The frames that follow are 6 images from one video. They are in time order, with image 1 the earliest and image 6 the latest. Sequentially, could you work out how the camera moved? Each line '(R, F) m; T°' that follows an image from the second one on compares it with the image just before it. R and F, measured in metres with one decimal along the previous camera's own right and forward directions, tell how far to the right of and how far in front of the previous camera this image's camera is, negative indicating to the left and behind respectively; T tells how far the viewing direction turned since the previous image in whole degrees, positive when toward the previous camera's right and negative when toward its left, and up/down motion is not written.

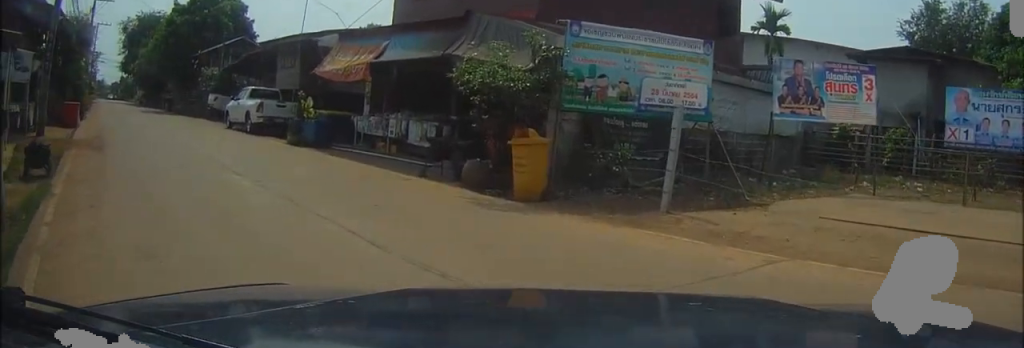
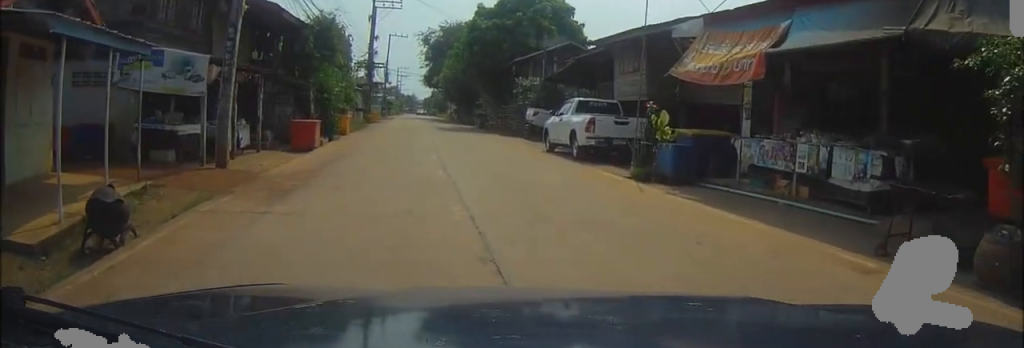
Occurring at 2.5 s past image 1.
(-1.5, +6.1) m; -19°
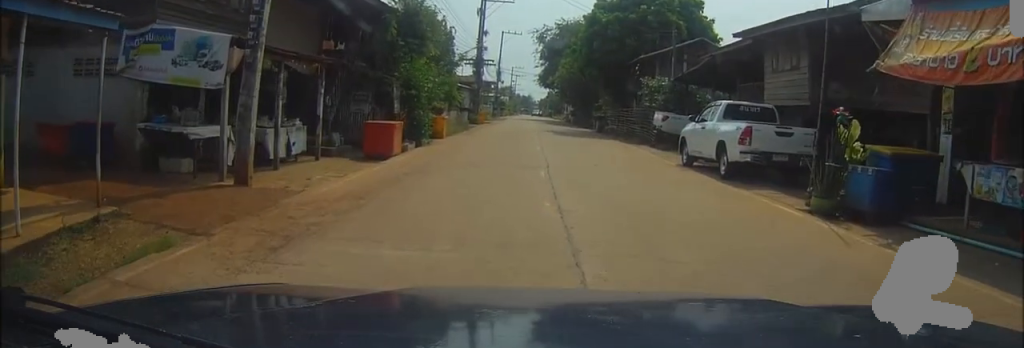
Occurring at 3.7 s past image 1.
(-0.1, +3.9) m; -6°
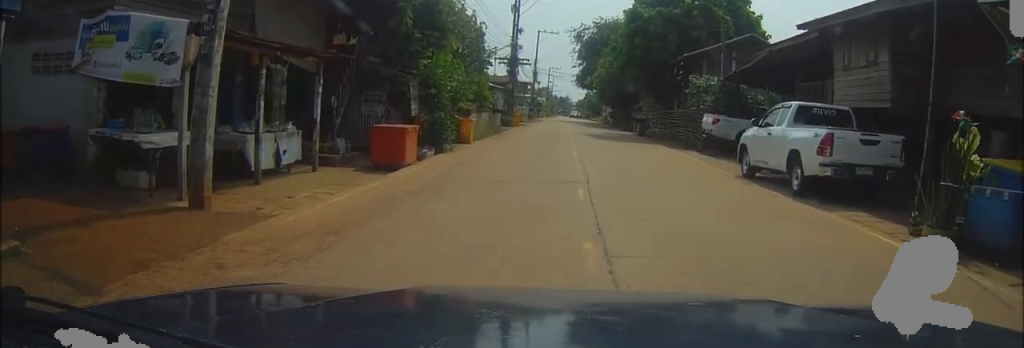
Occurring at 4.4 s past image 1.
(-0.1, +2.5) m; -3°
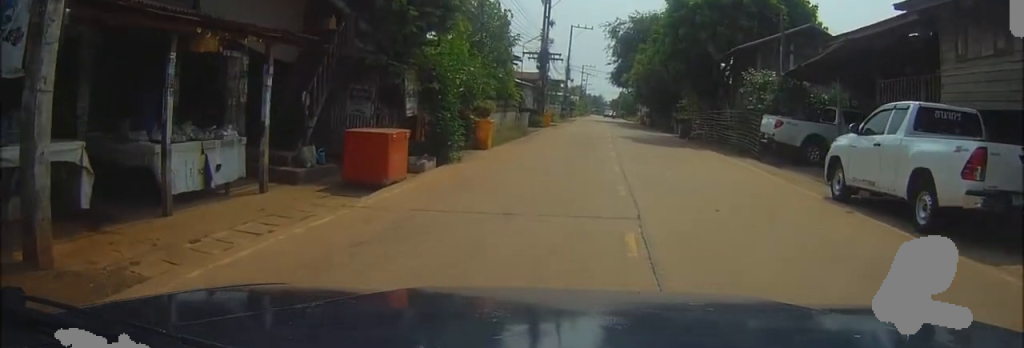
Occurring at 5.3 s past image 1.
(-0.1, +3.8) m; 0°
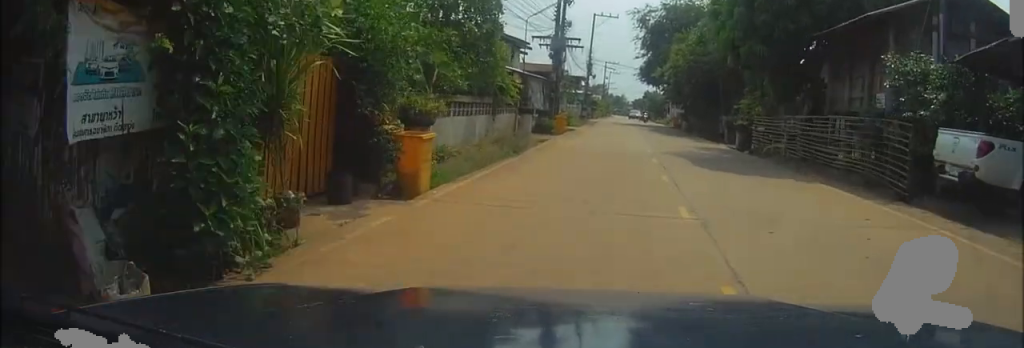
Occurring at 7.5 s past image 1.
(0.0, +10.3) m; -2°
